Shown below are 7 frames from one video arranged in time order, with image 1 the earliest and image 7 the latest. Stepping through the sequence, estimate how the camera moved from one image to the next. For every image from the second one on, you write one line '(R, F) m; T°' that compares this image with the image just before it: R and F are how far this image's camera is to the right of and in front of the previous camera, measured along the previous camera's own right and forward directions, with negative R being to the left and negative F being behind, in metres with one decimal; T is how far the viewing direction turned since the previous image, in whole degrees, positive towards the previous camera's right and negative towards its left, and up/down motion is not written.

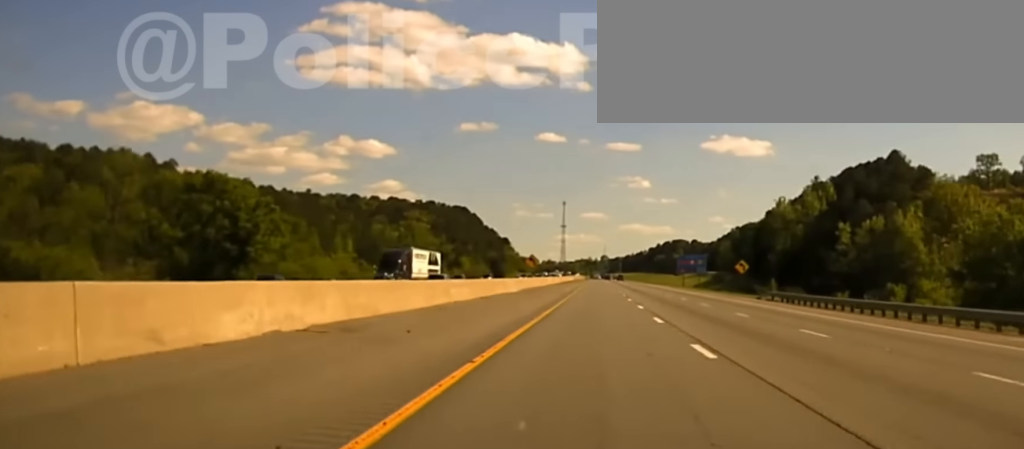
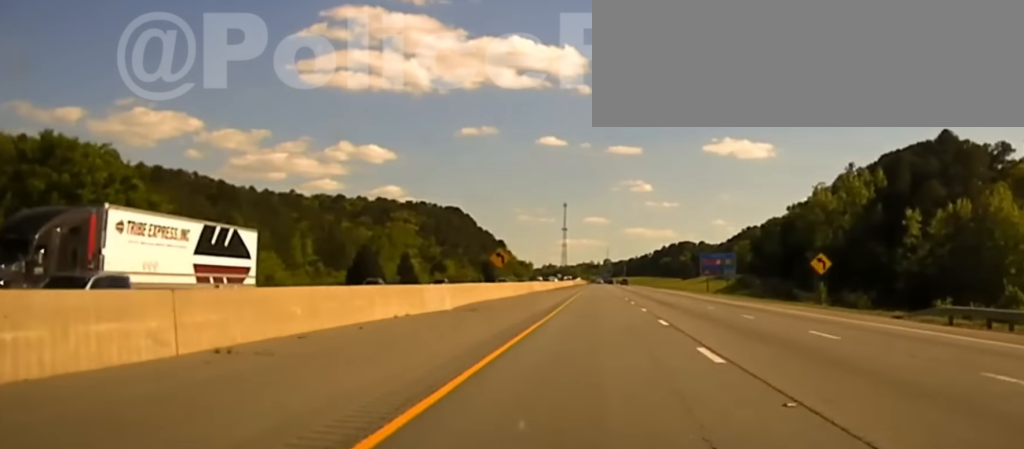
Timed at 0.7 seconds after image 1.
(0.0, +37.7) m; 0°
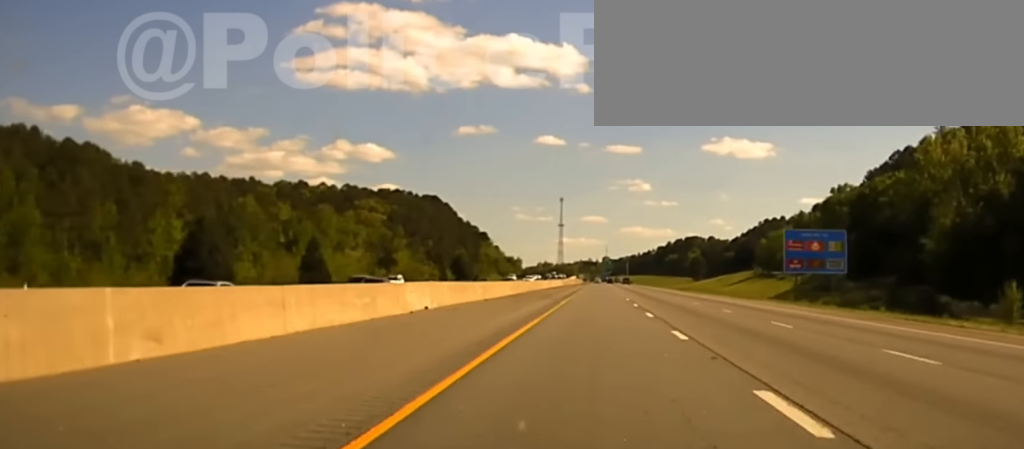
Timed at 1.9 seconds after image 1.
(0.0, +69.5) m; 0°
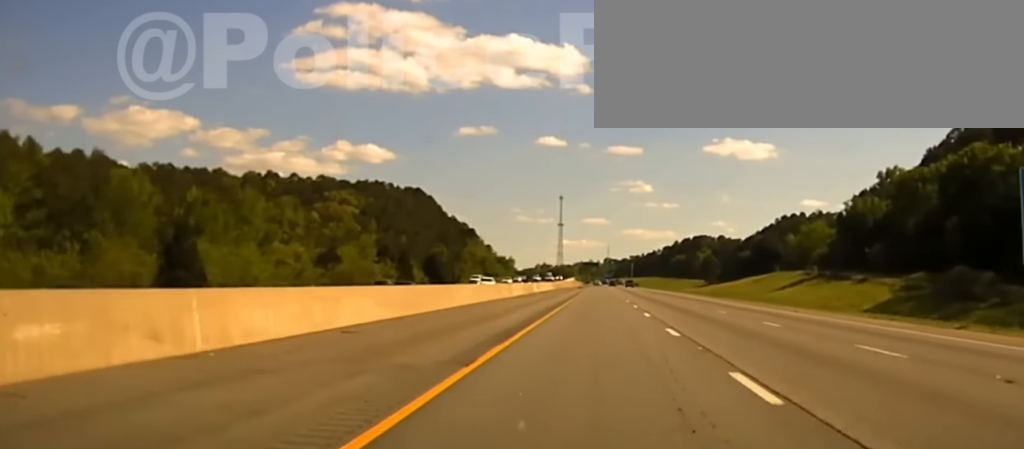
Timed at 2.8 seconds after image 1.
(+0.1, +49.7) m; 0°
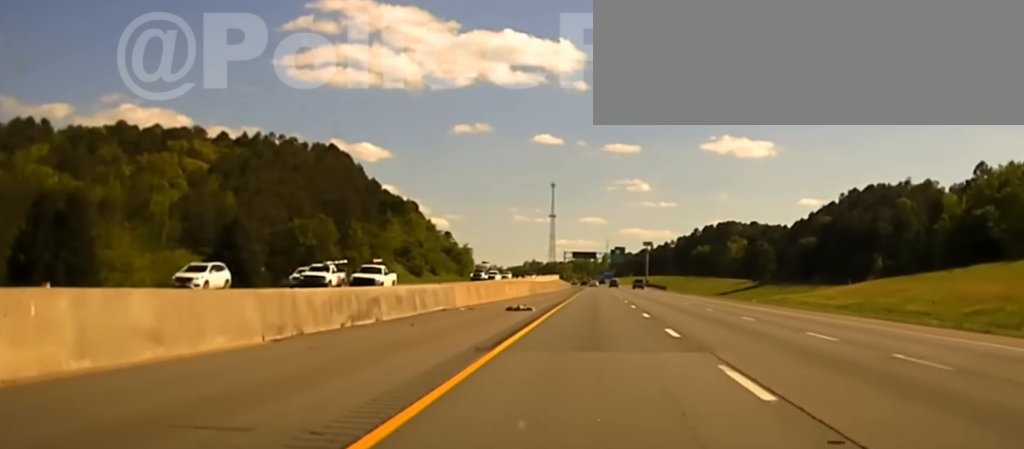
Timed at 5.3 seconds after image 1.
(-0.2, +128.3) m; 0°
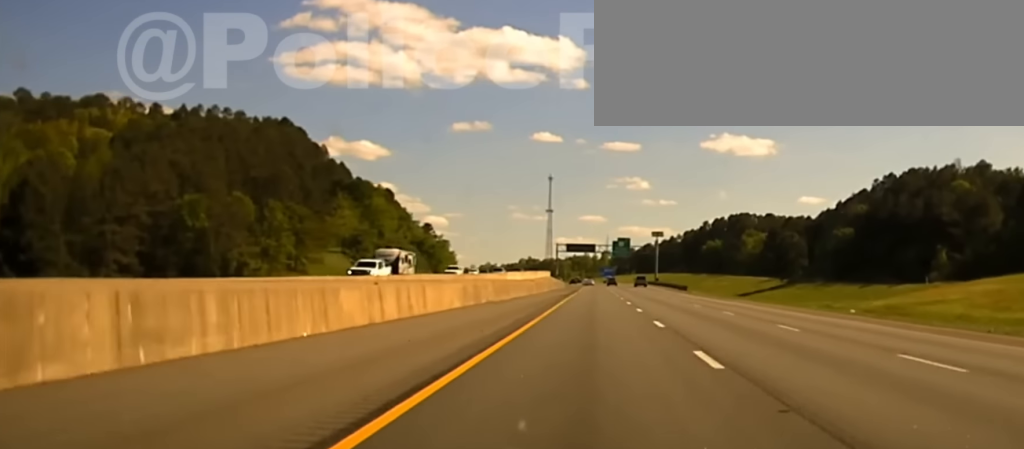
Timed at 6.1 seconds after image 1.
(0.0, +40.9) m; 0°
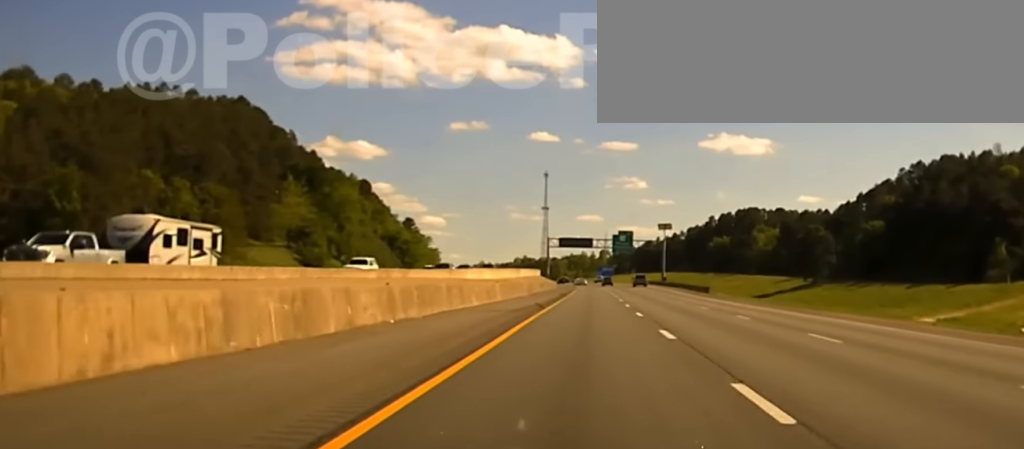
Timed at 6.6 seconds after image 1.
(0.0, +26.3) m; 0°
